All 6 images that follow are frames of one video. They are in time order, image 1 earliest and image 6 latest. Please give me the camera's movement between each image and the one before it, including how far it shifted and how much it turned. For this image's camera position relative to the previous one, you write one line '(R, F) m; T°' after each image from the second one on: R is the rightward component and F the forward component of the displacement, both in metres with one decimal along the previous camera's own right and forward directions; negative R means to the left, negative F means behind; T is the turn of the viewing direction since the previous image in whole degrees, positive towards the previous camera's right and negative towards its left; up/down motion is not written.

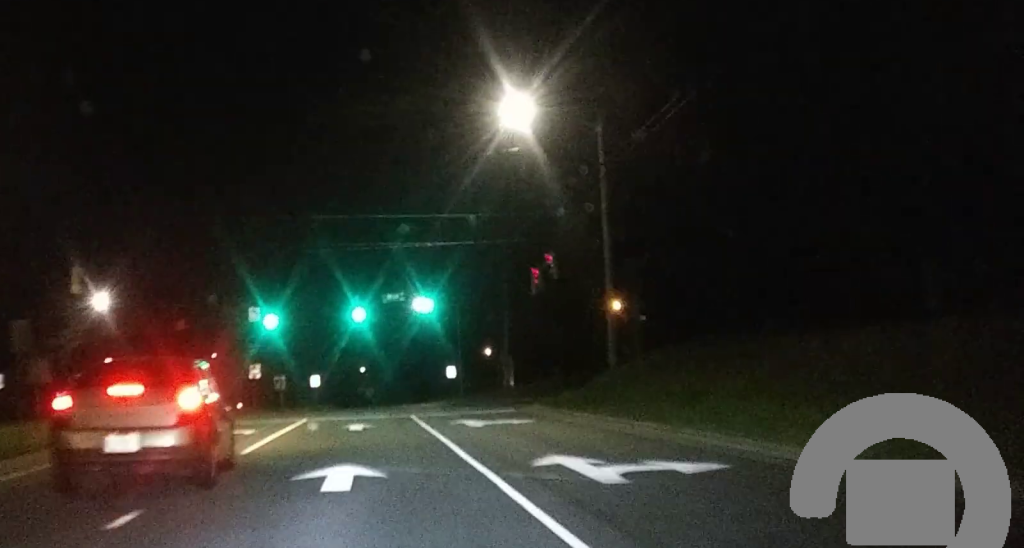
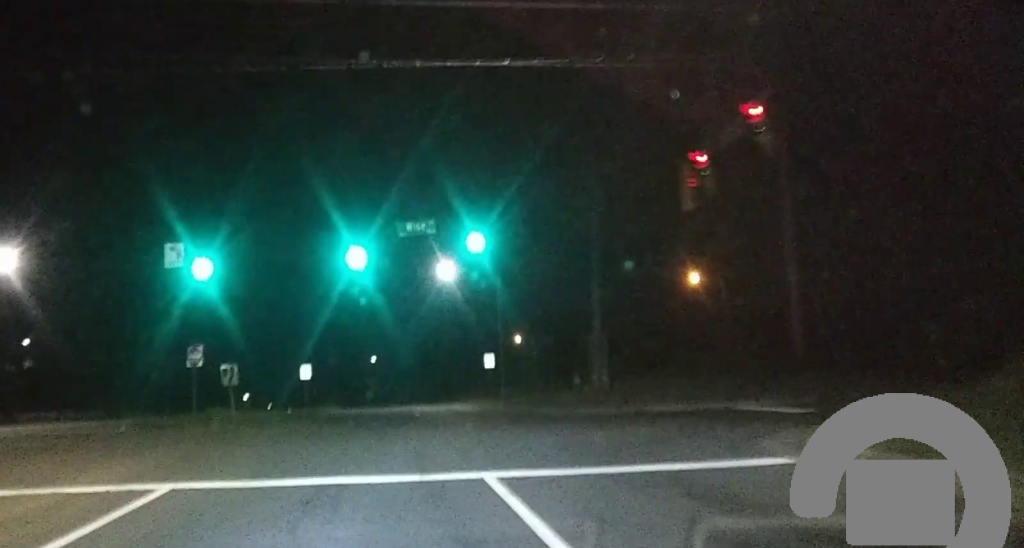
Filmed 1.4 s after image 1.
(0.0, +25.1) m; 0°
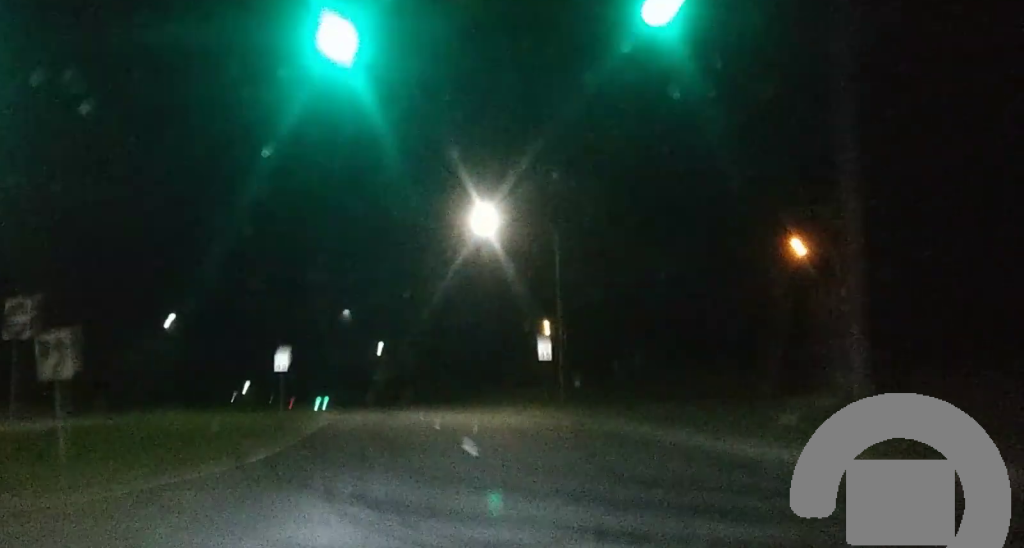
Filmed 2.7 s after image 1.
(0.0, +27.3) m; 0°
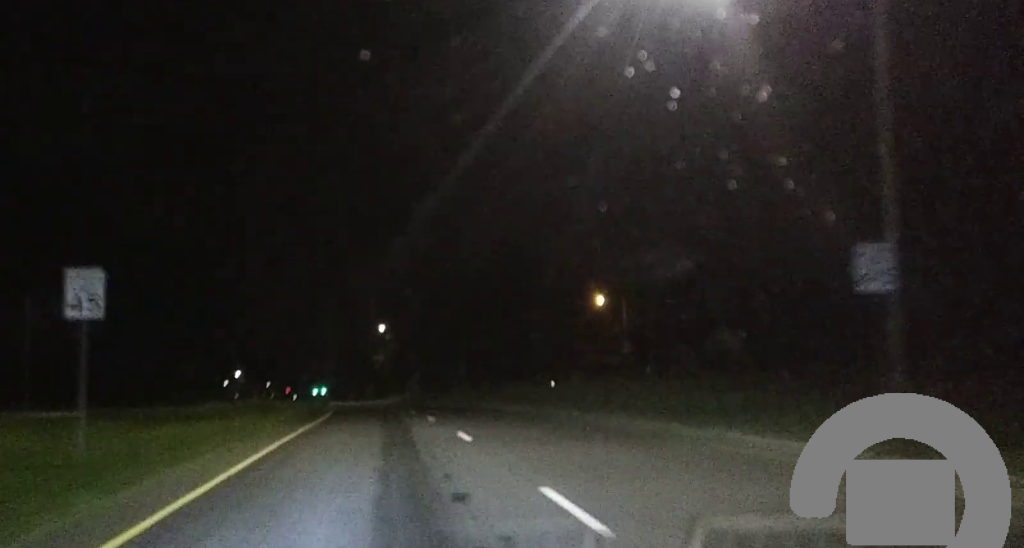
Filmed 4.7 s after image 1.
(-0.1, +35.6) m; -1°
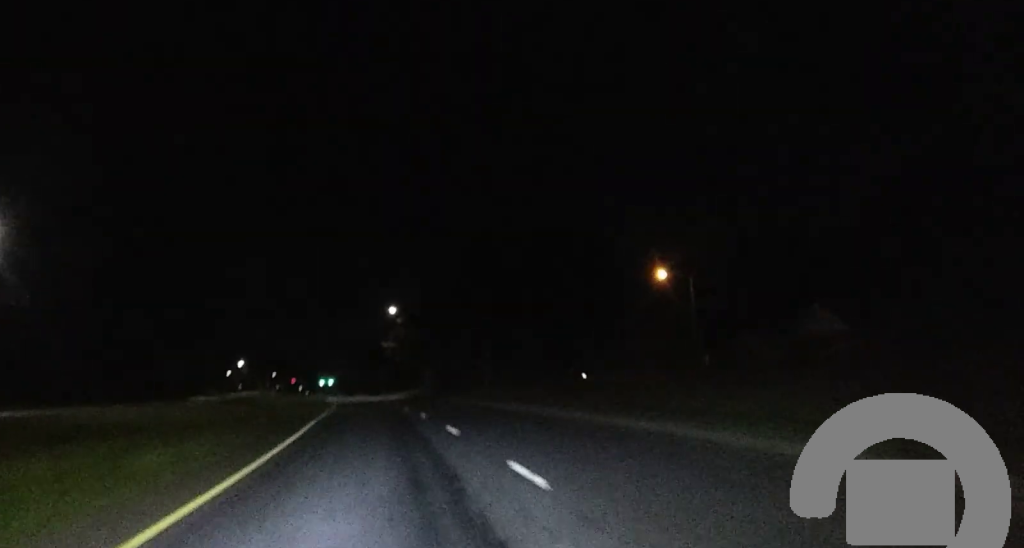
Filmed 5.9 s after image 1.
(0.0, +20.7) m; 0°
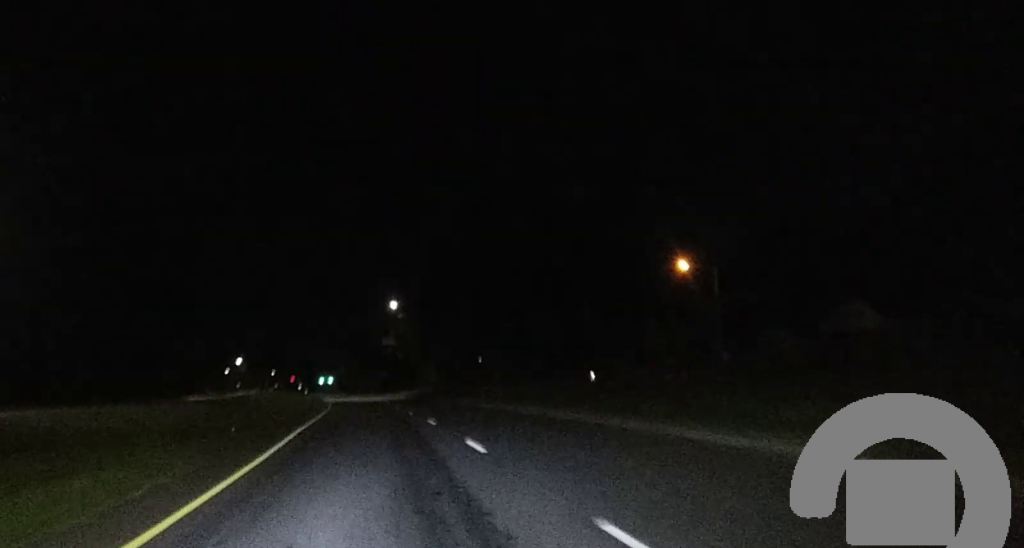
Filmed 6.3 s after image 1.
(+0.1, +6.6) m; 0°
